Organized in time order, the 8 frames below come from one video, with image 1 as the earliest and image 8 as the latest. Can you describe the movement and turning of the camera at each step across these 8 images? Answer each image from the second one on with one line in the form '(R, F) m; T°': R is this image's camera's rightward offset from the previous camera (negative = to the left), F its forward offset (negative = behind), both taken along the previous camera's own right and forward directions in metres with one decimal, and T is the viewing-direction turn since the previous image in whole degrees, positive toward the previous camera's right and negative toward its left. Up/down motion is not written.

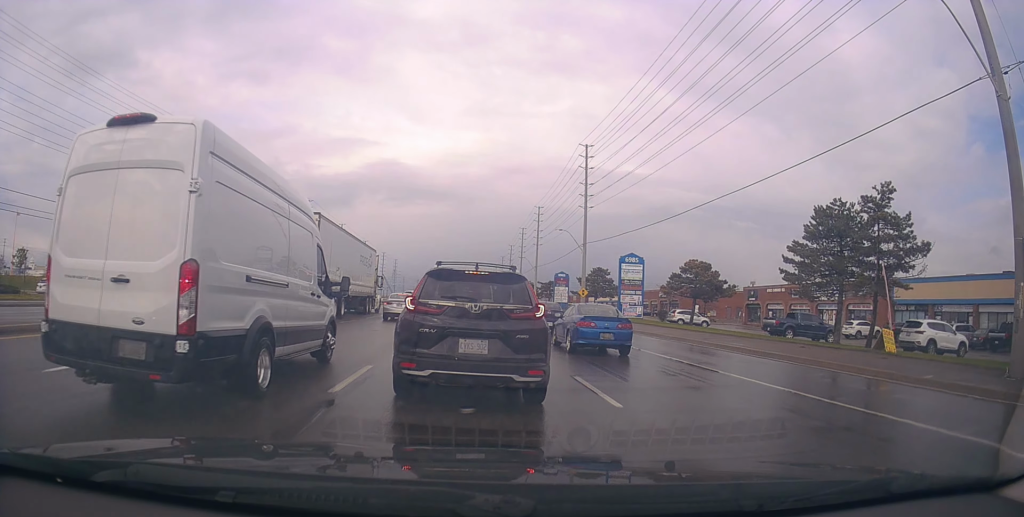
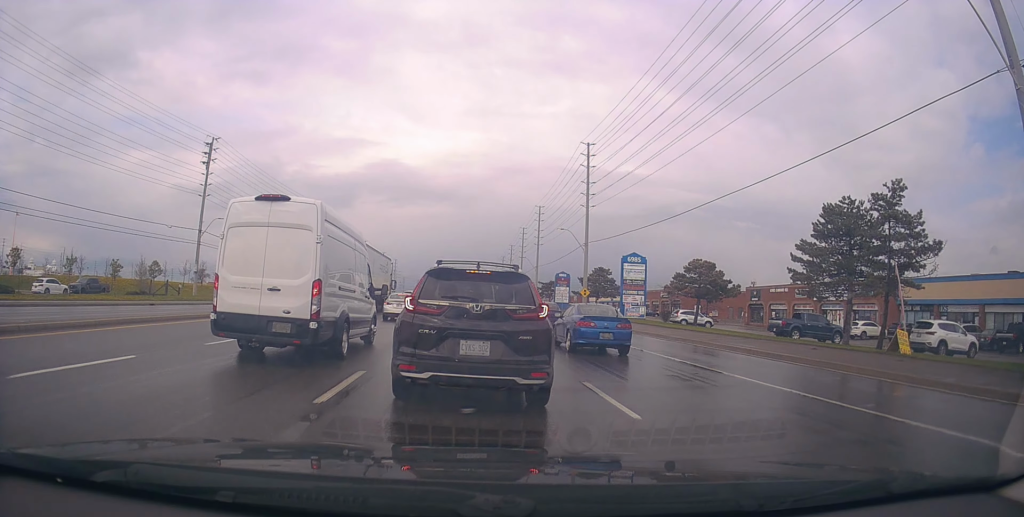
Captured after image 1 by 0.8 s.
(-0.6, +0.9) m; 0°
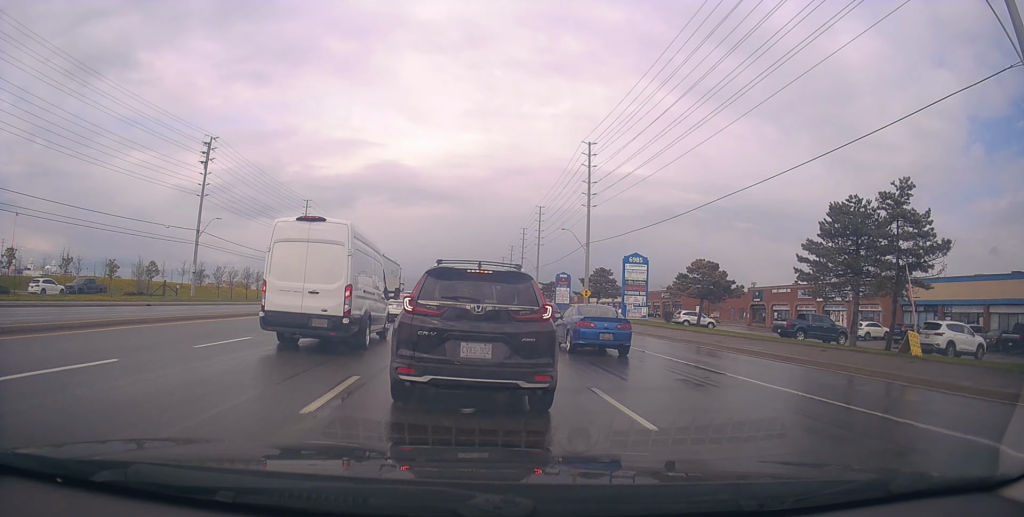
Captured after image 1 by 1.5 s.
(-0.2, +0.5) m; 0°
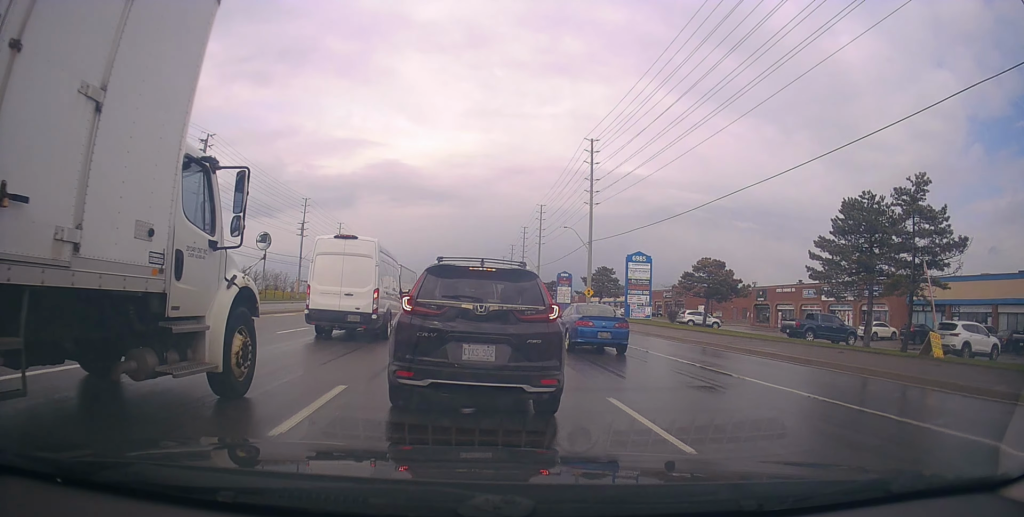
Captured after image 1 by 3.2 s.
(+0.7, +0.9) m; 0°
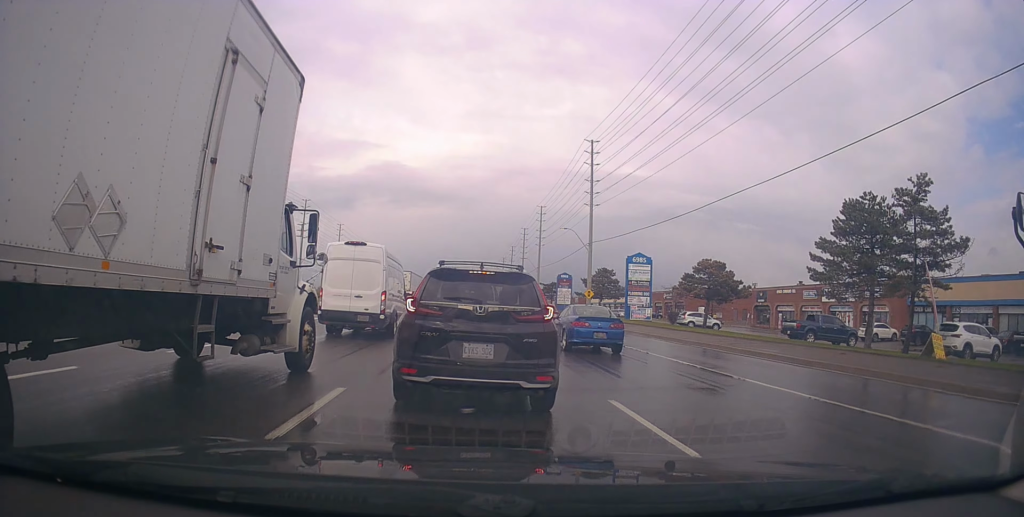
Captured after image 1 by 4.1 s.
(+0.3, +0.3) m; 0°
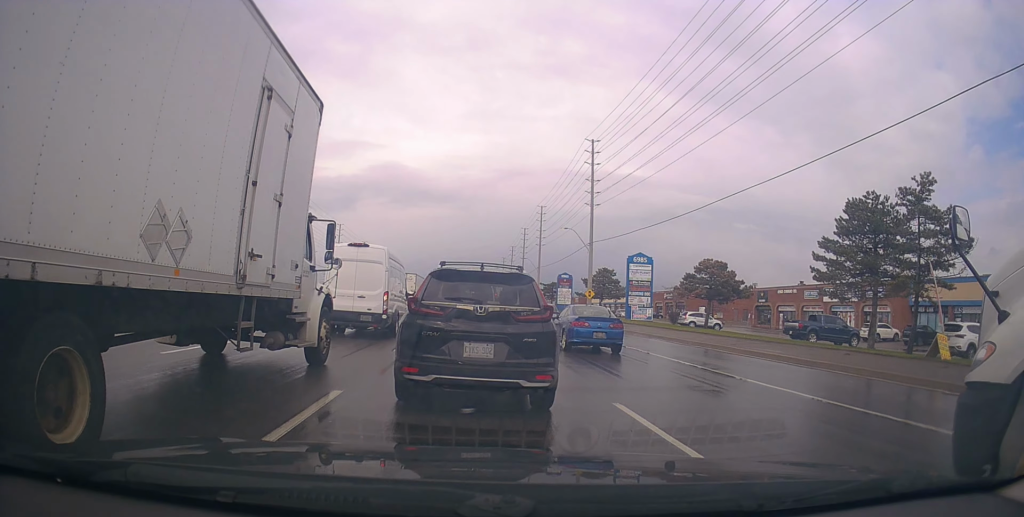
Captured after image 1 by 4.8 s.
(0.0, +0.3) m; 0°
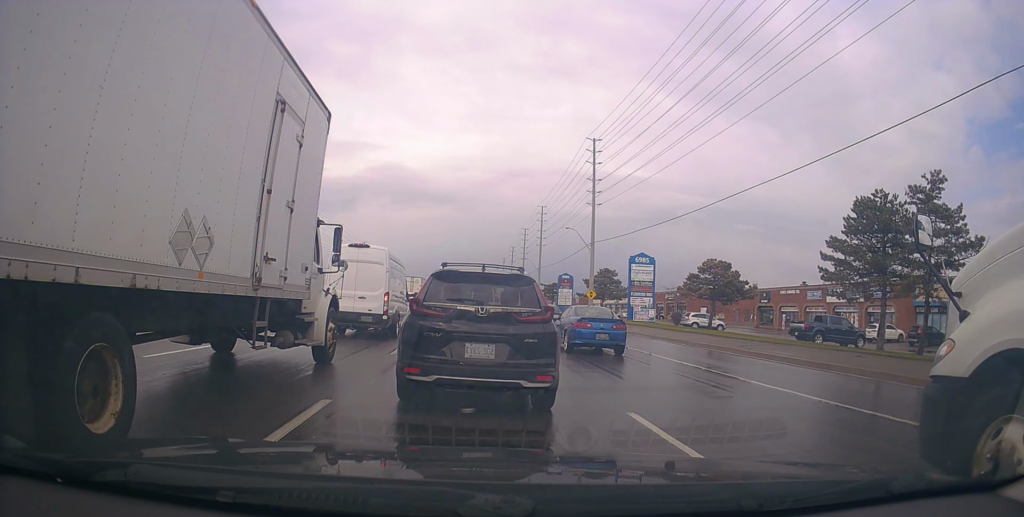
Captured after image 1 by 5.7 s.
(0.0, +0.4) m; 0°
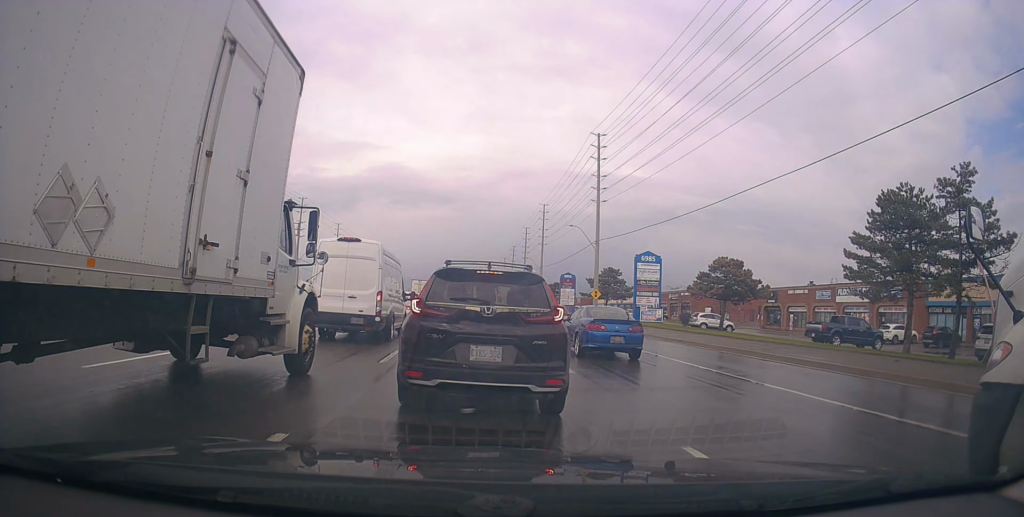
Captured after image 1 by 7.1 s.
(-0.3, +0.9) m; 0°
